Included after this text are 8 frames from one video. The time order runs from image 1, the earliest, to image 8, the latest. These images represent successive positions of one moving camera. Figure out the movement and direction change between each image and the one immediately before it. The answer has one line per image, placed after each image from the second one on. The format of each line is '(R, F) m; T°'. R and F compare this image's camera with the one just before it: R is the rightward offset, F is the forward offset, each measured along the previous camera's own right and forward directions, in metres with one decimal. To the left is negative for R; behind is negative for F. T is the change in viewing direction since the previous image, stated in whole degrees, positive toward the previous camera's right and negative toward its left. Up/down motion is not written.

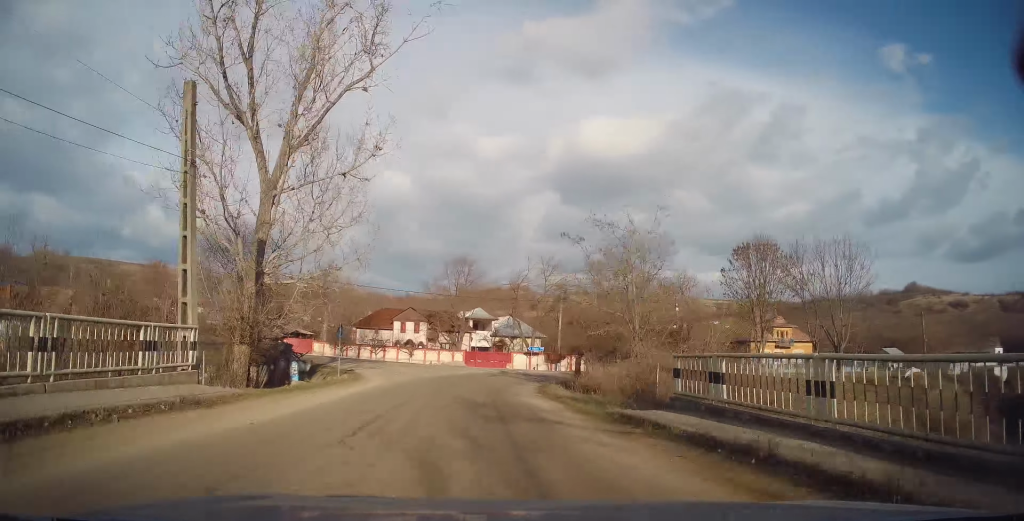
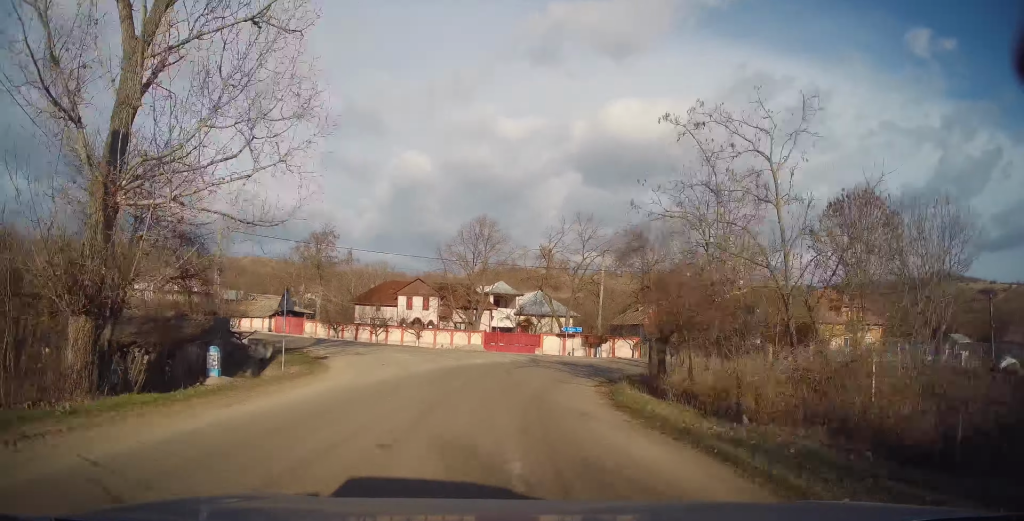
(-0.3, +9.3) m; -4°
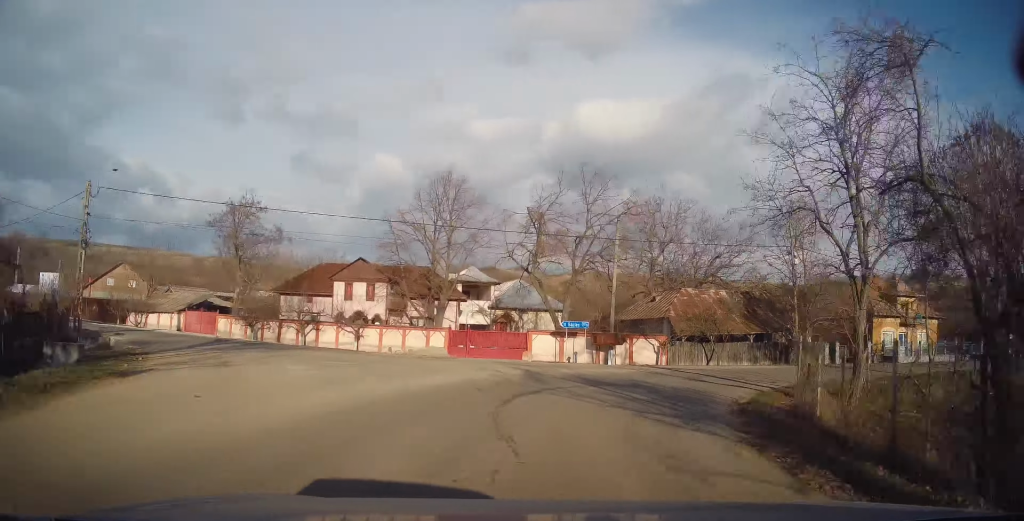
(-0.4, +11.7) m; +5°
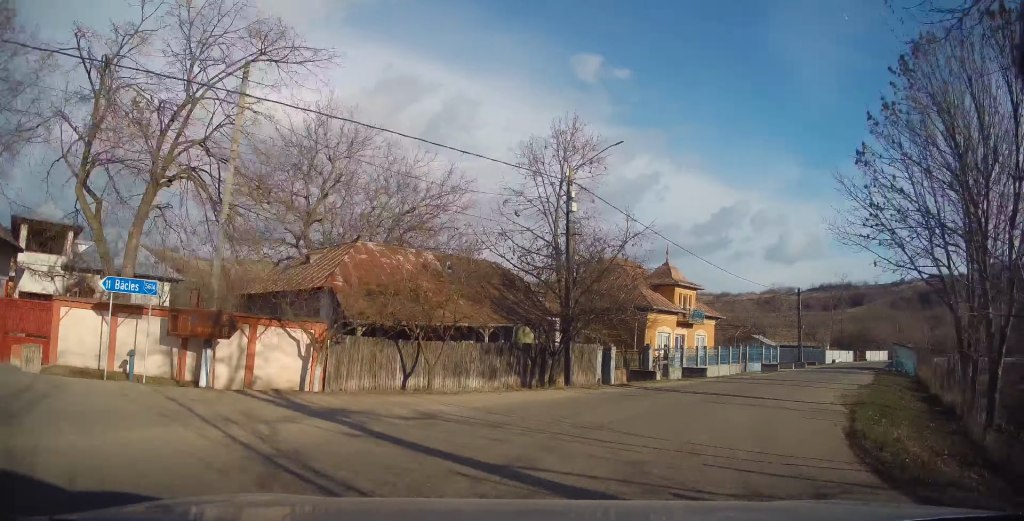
(+3.9, +15.5) m; +36°
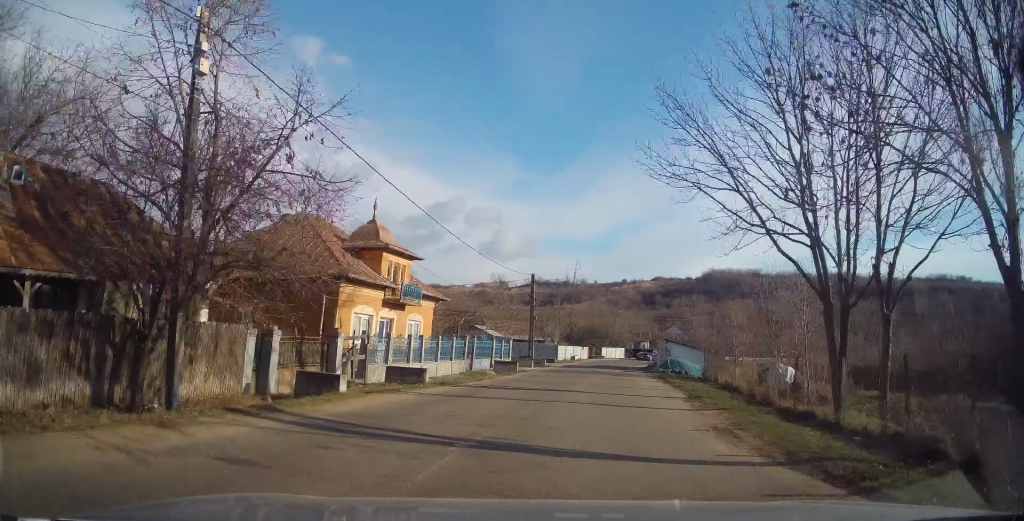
(+2.6, +8.9) m; +28°
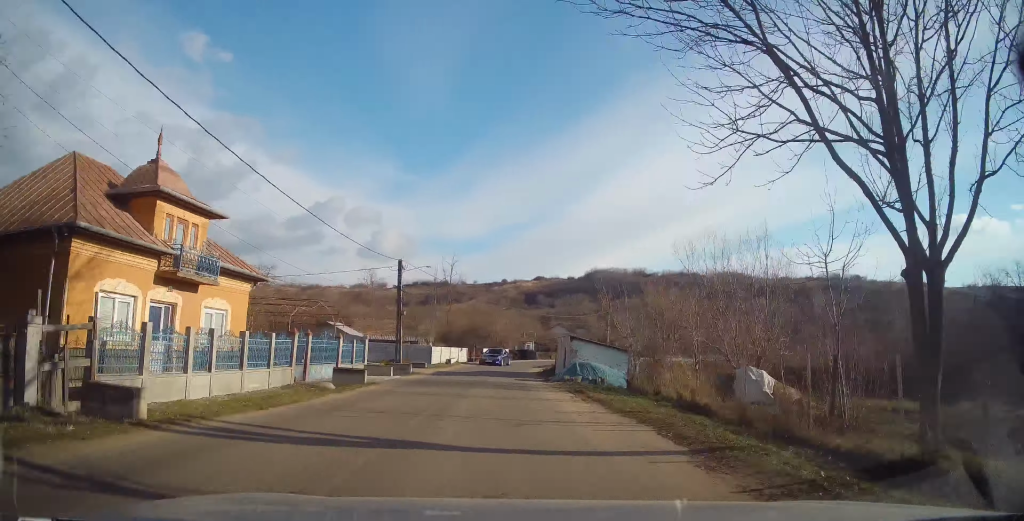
(+1.4, +8.4) m; +10°
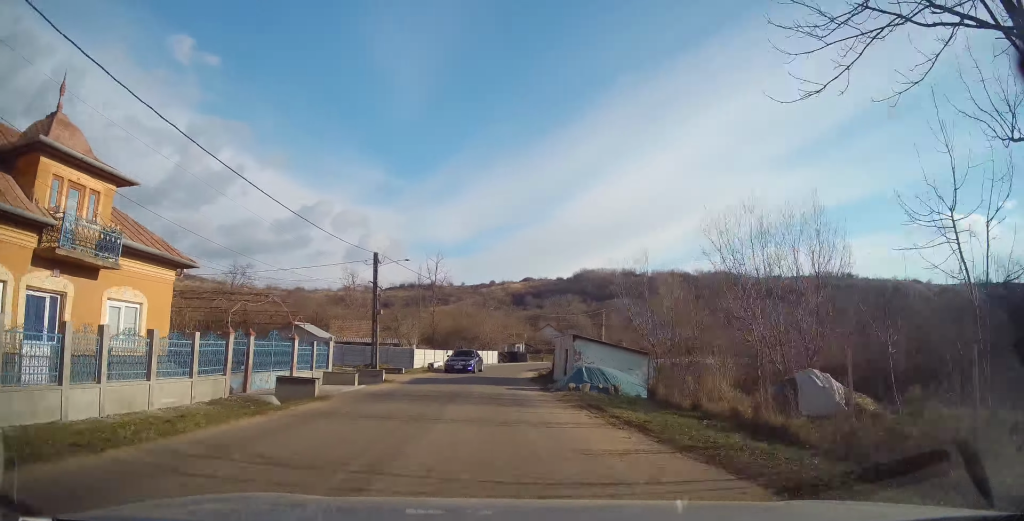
(+0.1, +4.4) m; +2°
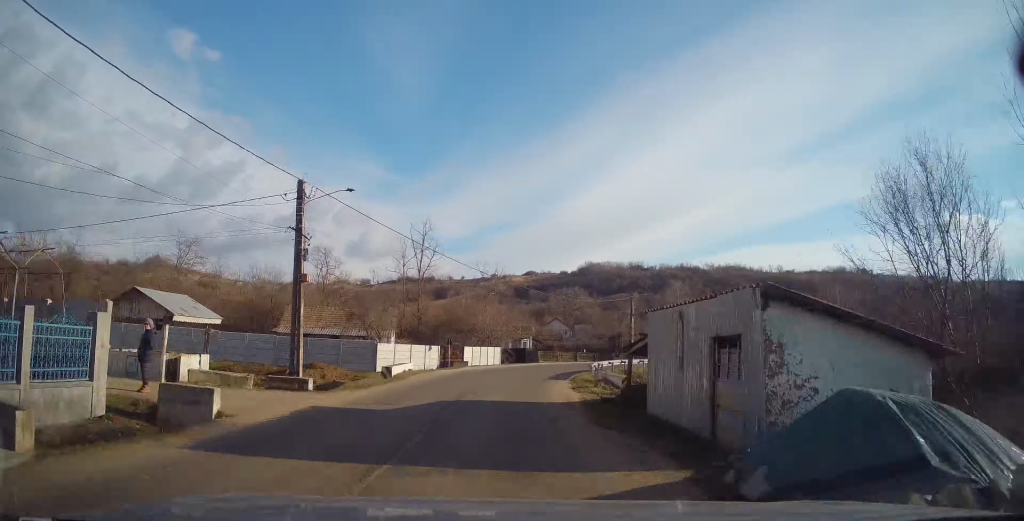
(+0.3, +14.3) m; +4°
